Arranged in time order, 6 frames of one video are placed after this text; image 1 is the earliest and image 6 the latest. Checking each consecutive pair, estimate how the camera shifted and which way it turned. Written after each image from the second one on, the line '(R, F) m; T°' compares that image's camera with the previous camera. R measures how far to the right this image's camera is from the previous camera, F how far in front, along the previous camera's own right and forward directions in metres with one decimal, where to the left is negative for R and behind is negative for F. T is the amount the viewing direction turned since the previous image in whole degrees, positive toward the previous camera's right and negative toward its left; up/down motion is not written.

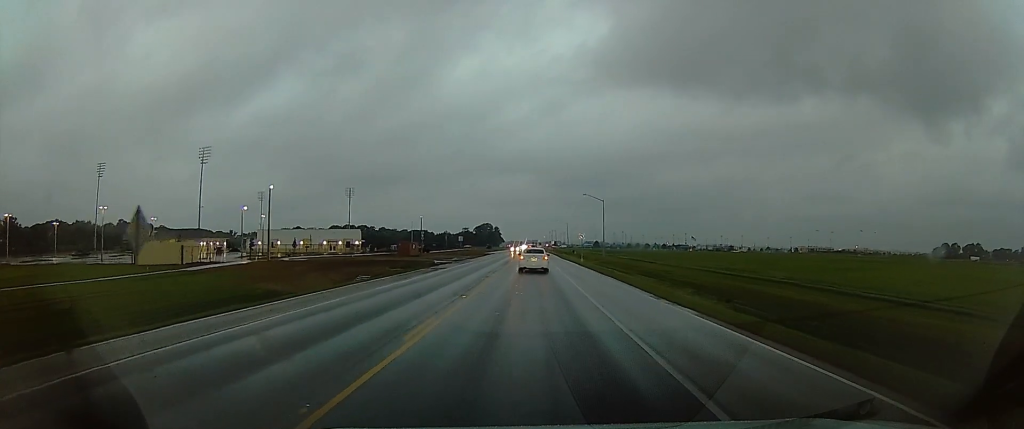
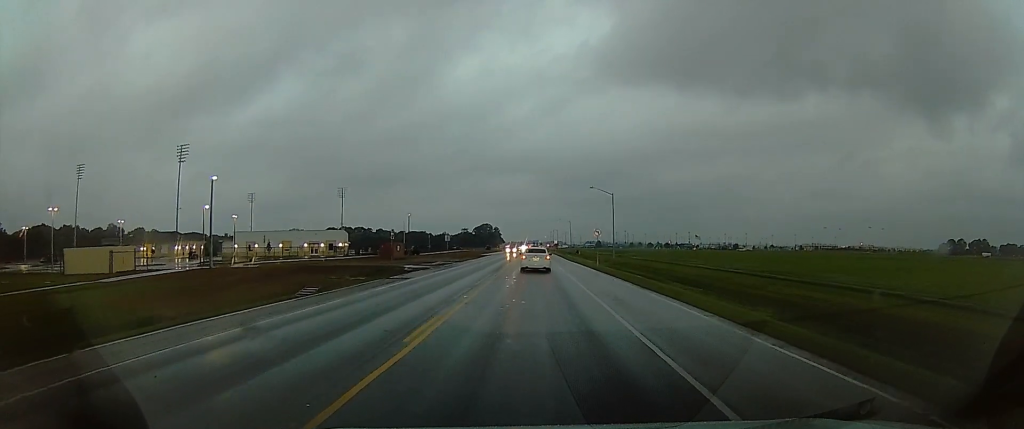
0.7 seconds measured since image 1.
(0.0, +12.4) m; 0°
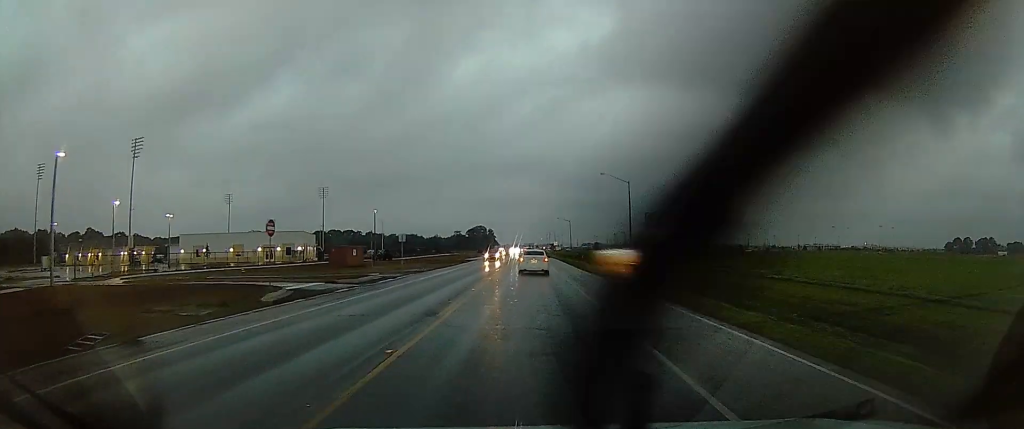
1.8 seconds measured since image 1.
(0.0, +20.9) m; +1°
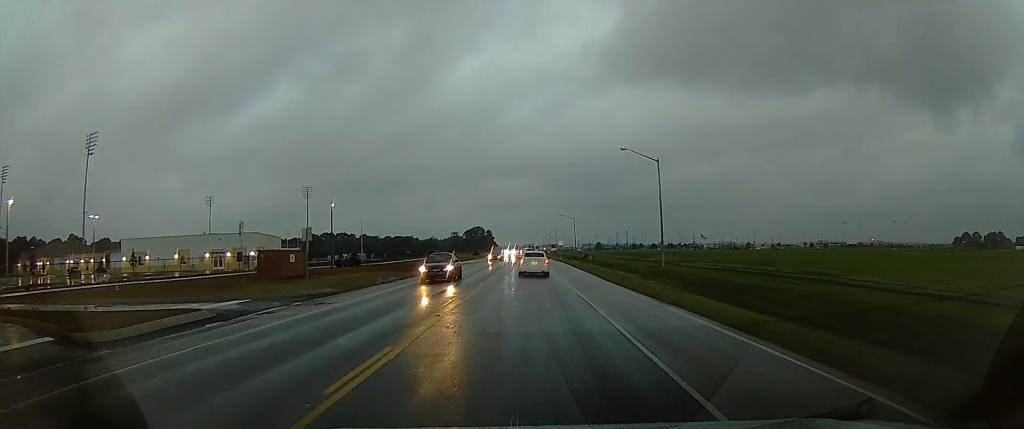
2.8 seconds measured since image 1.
(+0.4, +18.9) m; +2°
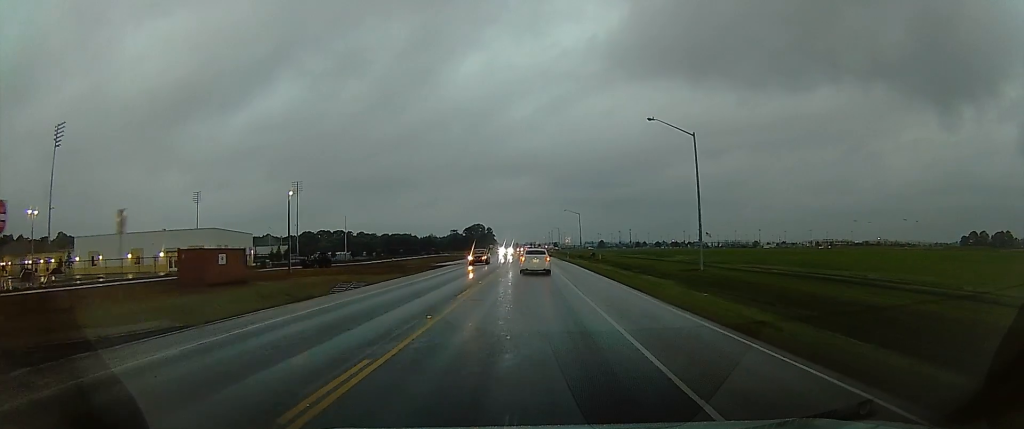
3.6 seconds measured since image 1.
(+0.1, +13.4) m; +1°
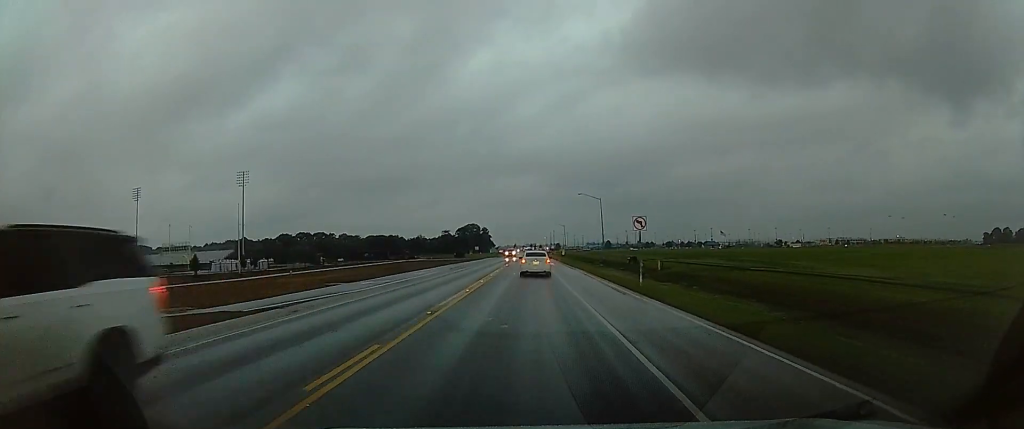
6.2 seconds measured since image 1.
(+0.1, +47.7) m; -1°
